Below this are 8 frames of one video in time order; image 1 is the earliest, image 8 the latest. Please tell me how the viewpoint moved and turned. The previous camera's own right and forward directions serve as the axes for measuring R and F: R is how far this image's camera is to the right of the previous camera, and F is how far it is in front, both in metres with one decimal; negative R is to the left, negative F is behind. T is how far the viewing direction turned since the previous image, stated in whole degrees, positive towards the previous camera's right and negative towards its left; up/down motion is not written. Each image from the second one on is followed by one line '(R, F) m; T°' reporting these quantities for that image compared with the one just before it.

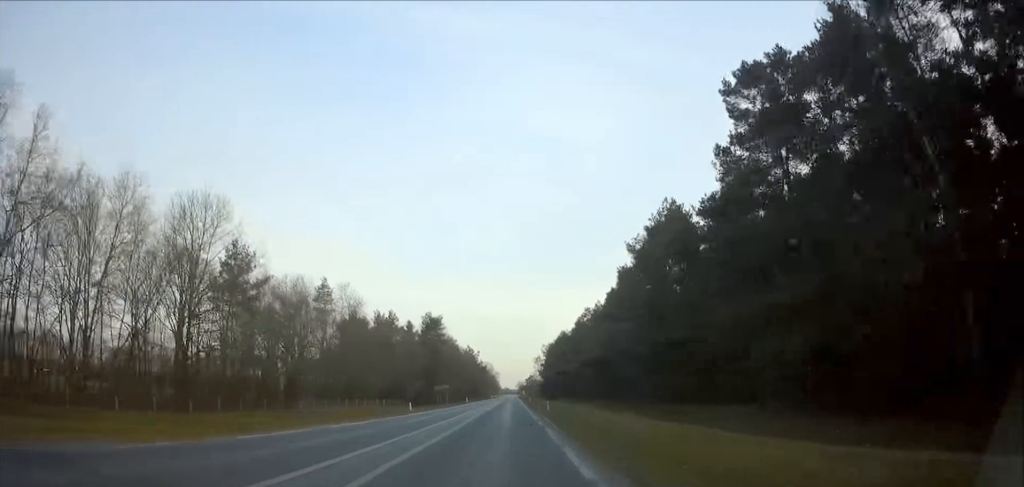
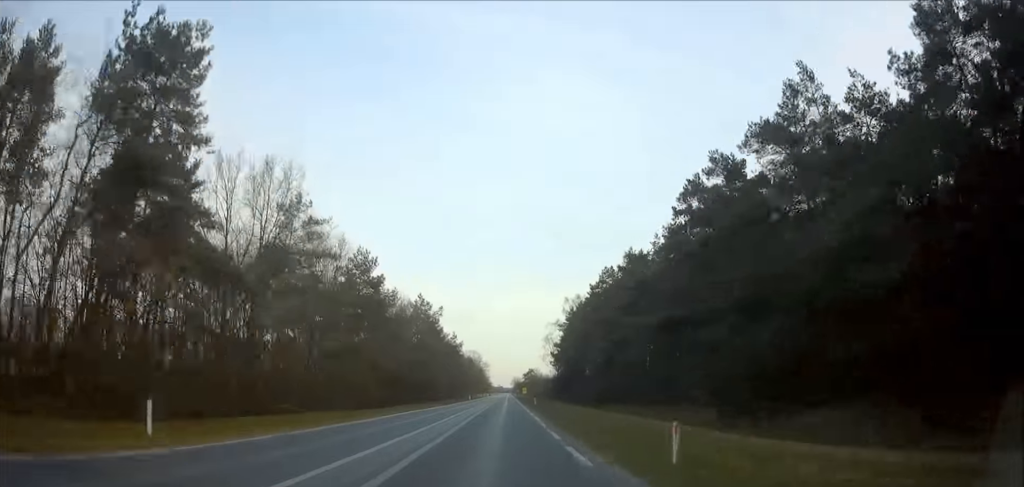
(+0.2, +83.3) m; 0°
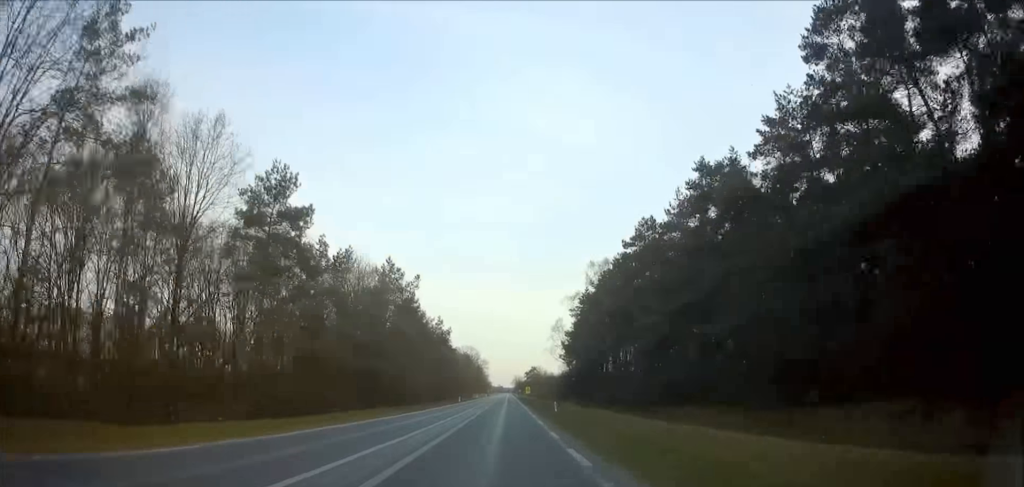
(-0.1, +24.1) m; 0°
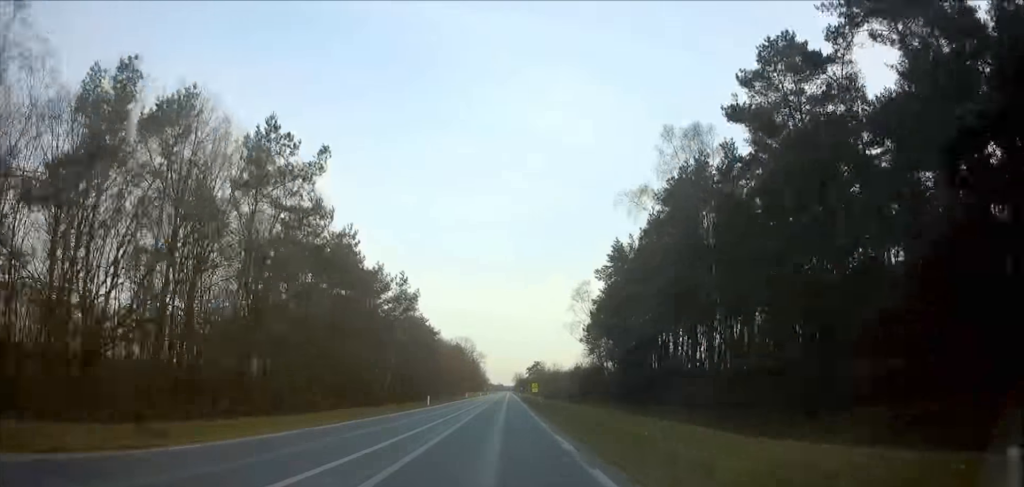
(+0.1, +33.5) m; 0°
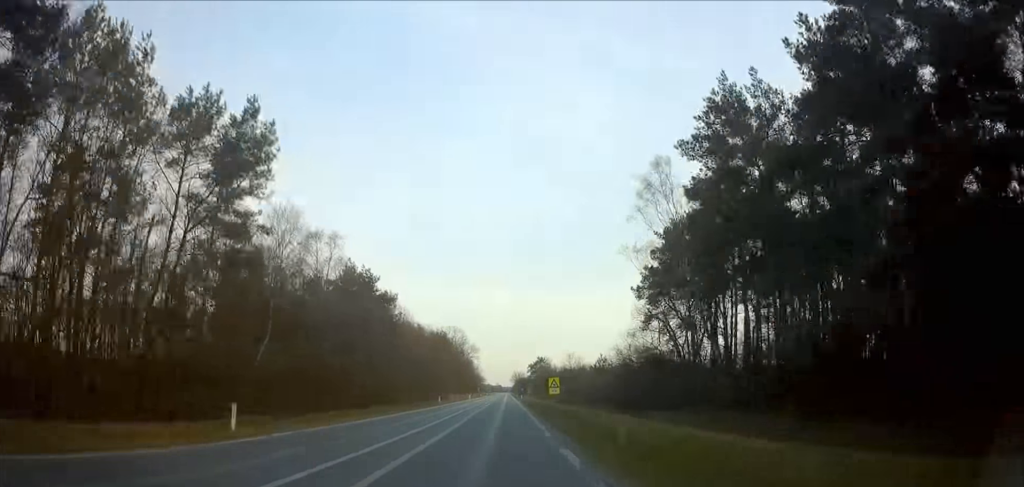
(0.0, +38.1) m; 0°
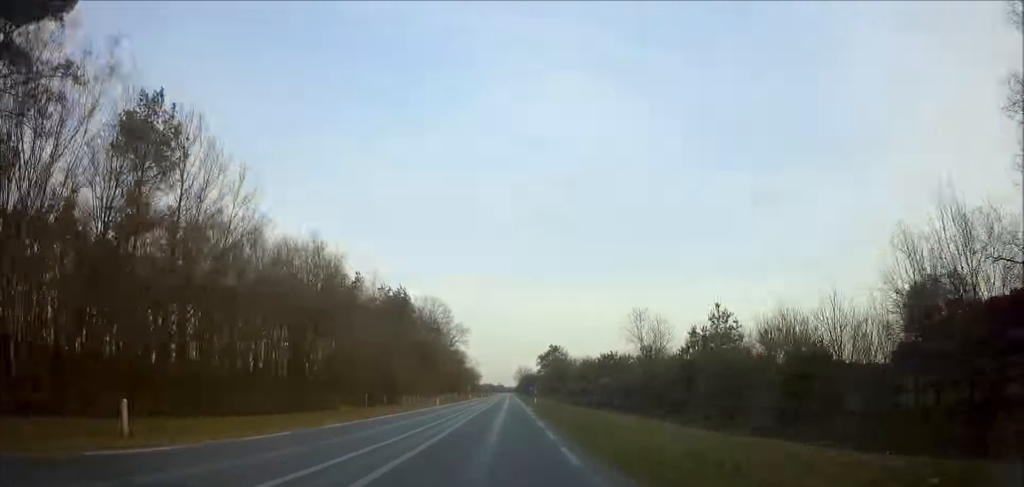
(-0.1, +53.8) m; 0°
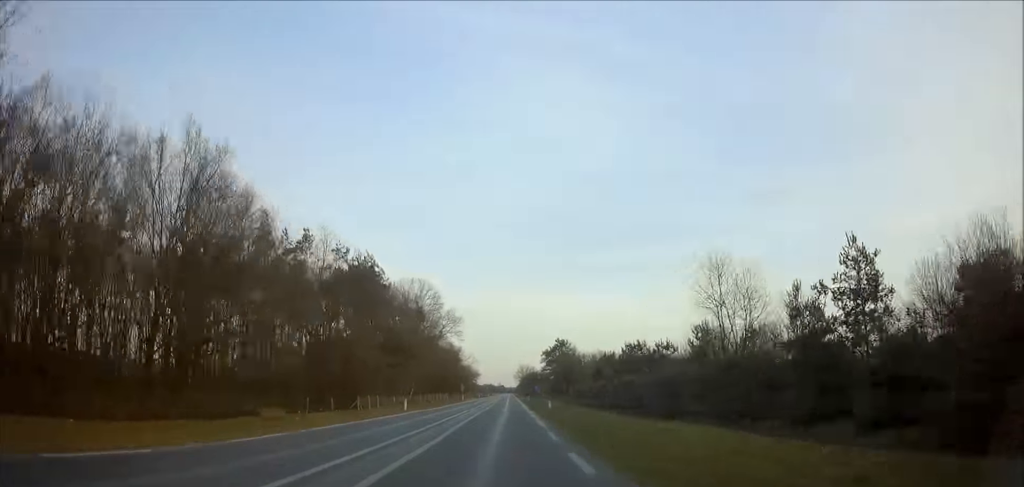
(0.0, +19.0) m; 0°
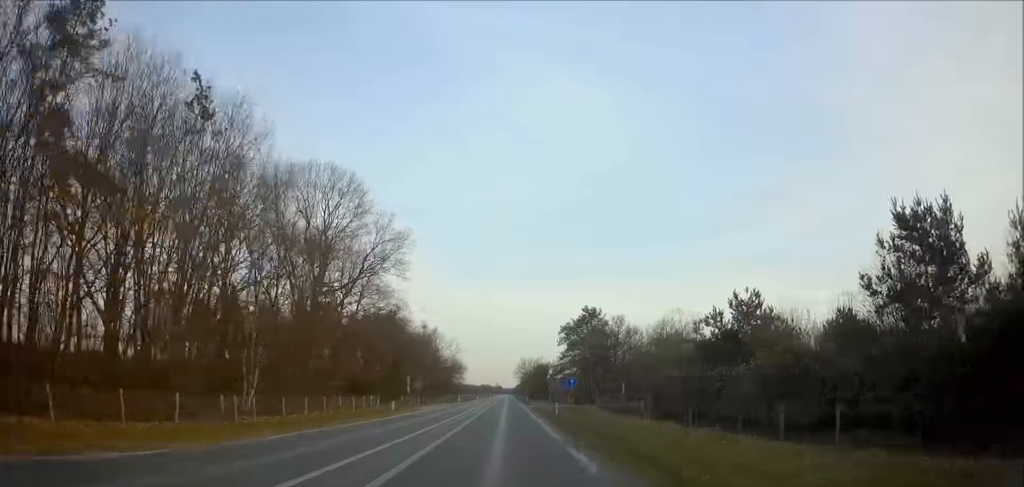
(+0.1, +53.5) m; 0°
